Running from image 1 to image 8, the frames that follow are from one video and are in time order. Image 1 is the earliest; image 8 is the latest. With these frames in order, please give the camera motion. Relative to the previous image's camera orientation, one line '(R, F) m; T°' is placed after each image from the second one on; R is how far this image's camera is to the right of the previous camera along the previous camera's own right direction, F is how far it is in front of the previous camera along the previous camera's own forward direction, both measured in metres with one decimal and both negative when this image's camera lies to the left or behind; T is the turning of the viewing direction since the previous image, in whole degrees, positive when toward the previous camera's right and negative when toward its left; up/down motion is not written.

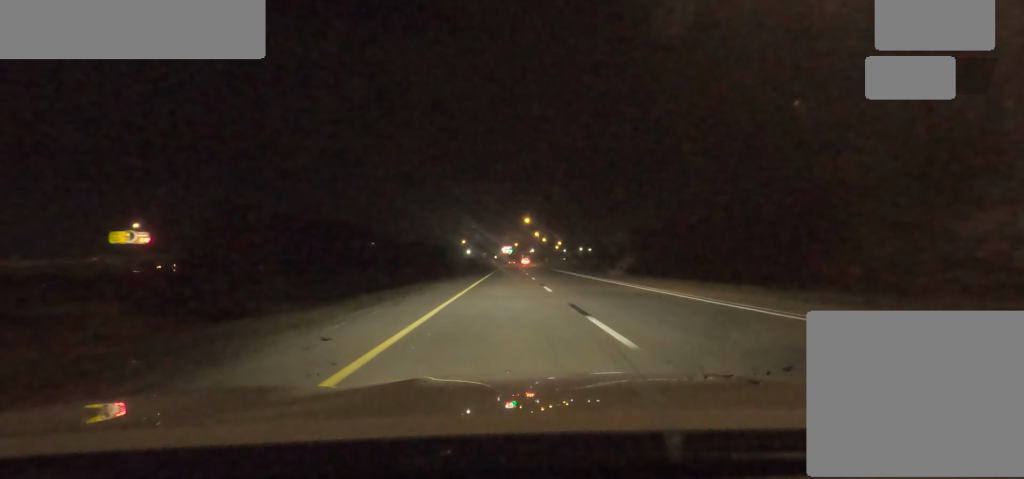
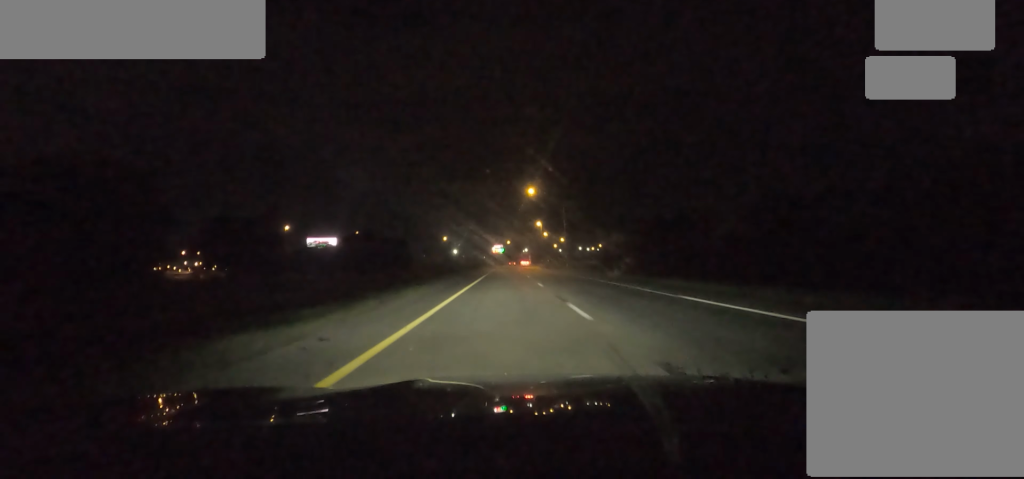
(0.0, +62.4) m; 0°
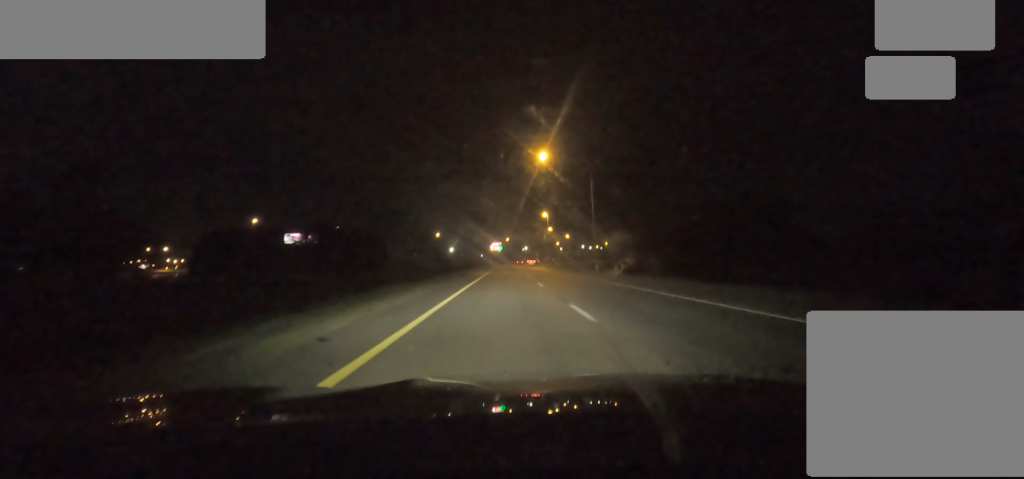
(0.0, +27.8) m; 0°
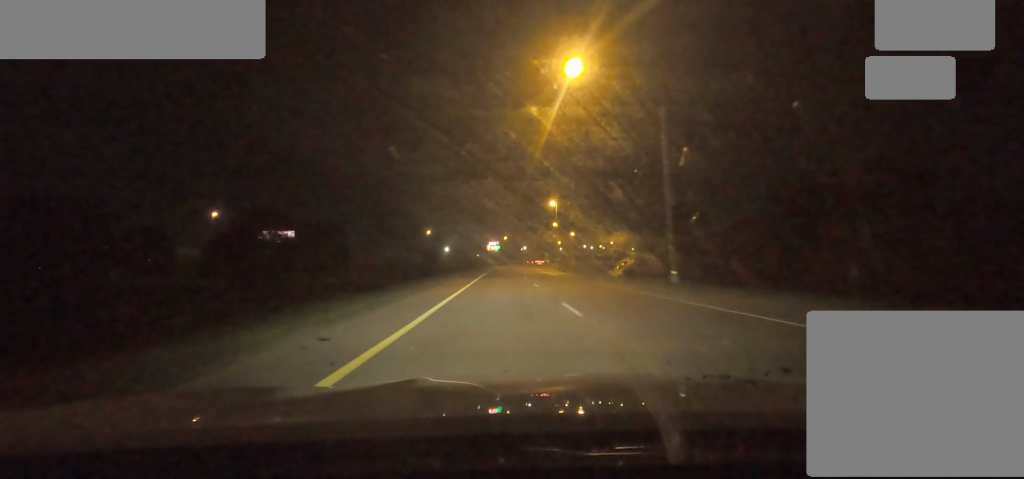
(0.0, +25.5) m; 0°
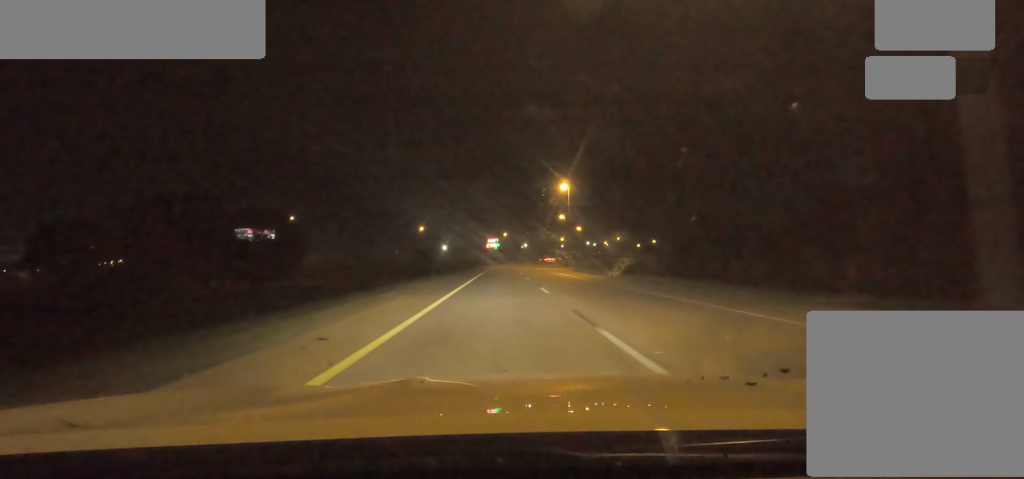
(0.0, +20.6) m; 0°
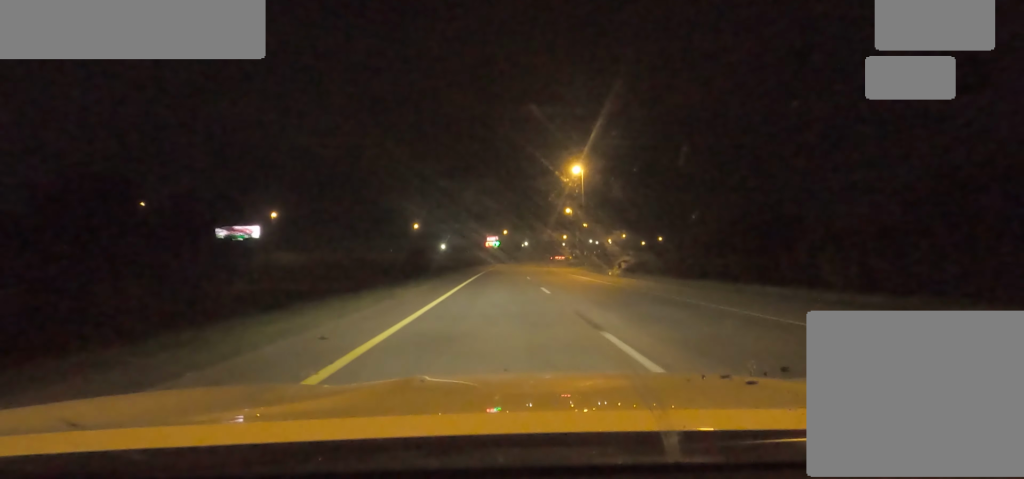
(0.0, +14.3) m; 0°
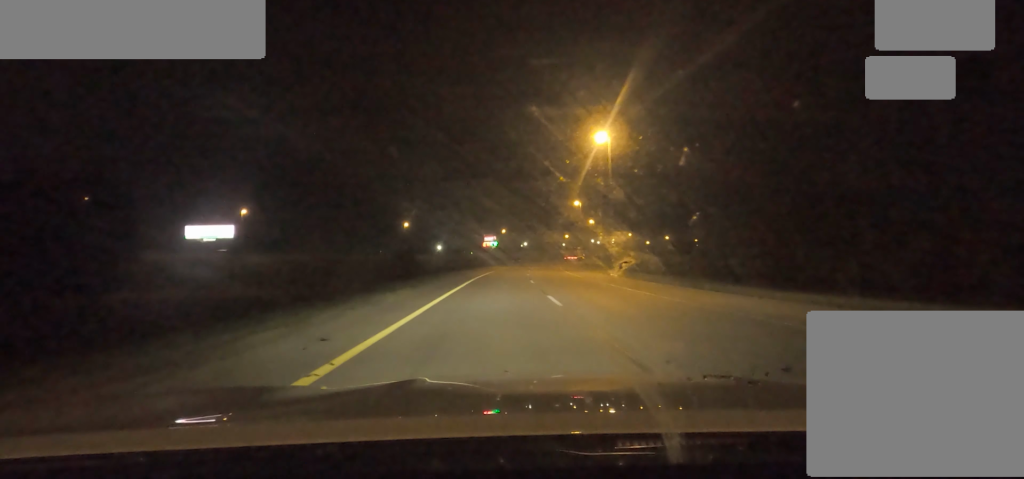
(0.0, +17.5) m; 0°
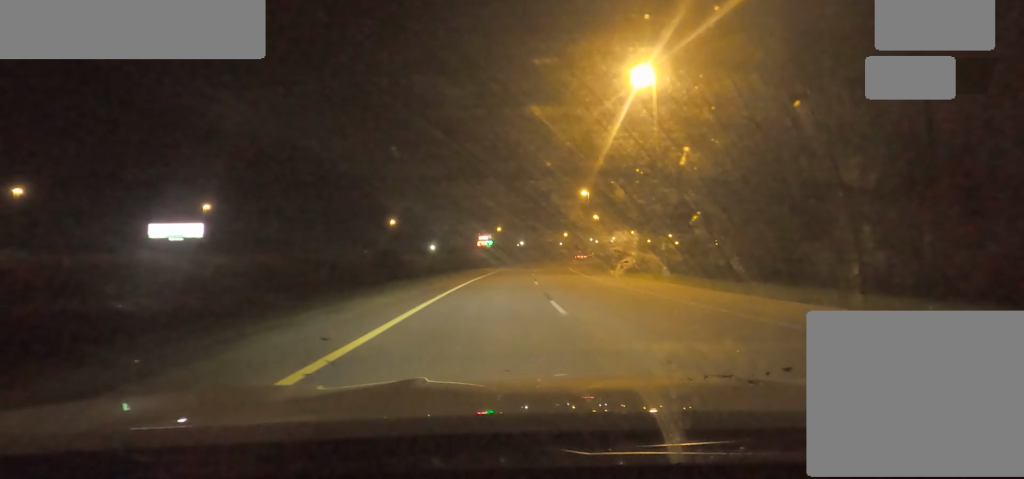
(0.0, +16.5) m; 0°
